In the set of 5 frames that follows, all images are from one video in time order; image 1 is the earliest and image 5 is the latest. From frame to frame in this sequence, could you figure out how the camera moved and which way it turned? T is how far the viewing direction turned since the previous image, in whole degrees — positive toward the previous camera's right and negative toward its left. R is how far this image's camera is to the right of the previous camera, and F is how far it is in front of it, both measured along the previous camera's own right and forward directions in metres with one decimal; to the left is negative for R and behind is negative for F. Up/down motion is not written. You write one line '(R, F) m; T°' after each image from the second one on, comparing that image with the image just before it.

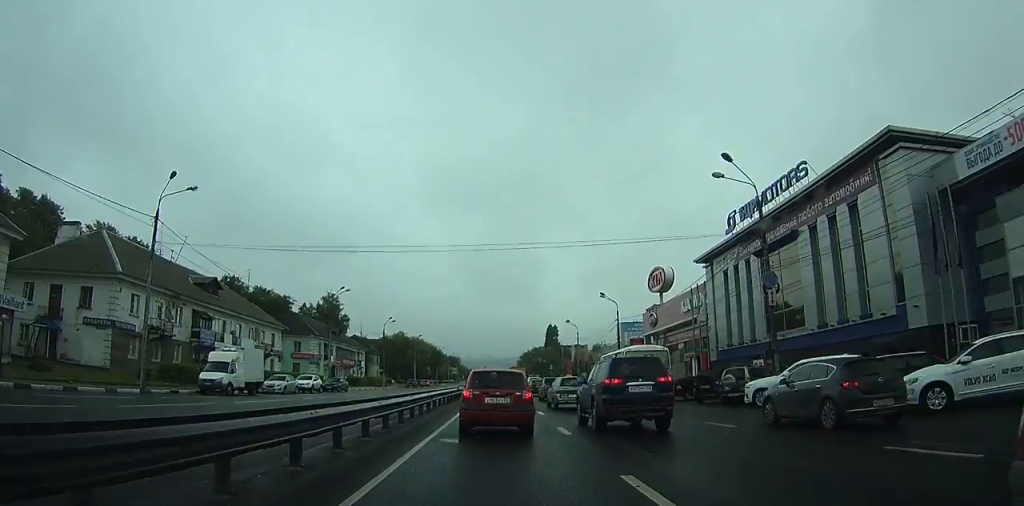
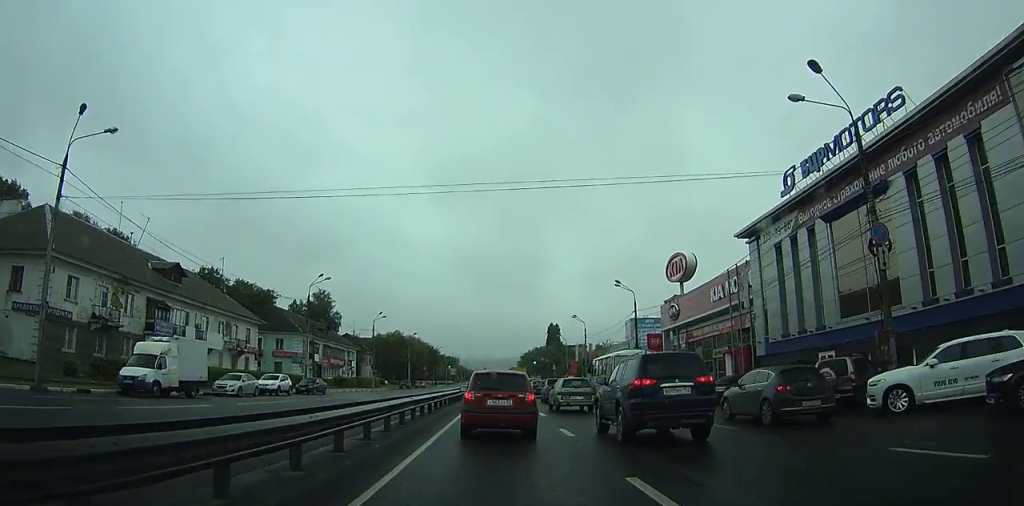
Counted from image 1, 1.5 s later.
(0.0, +8.2) m; 0°
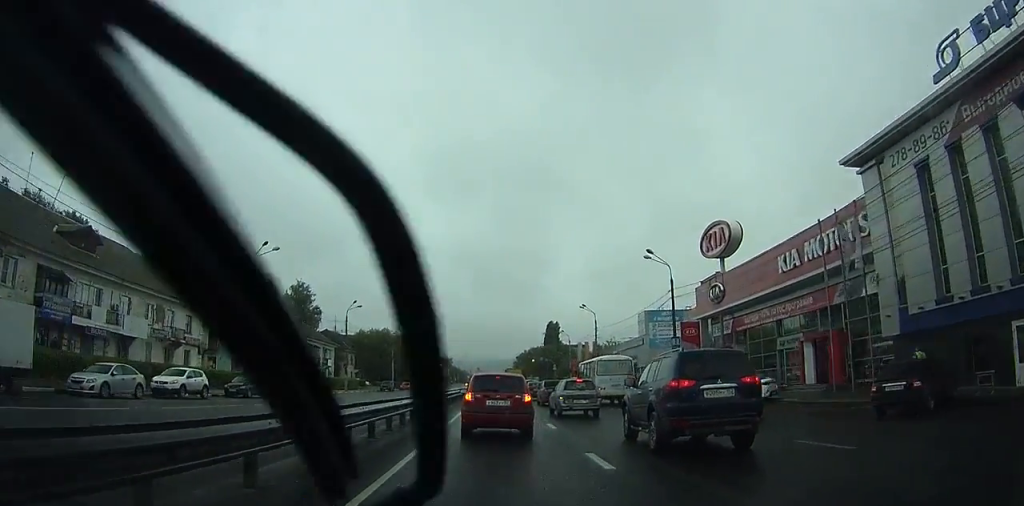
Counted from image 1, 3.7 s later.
(0.0, +12.7) m; 0°
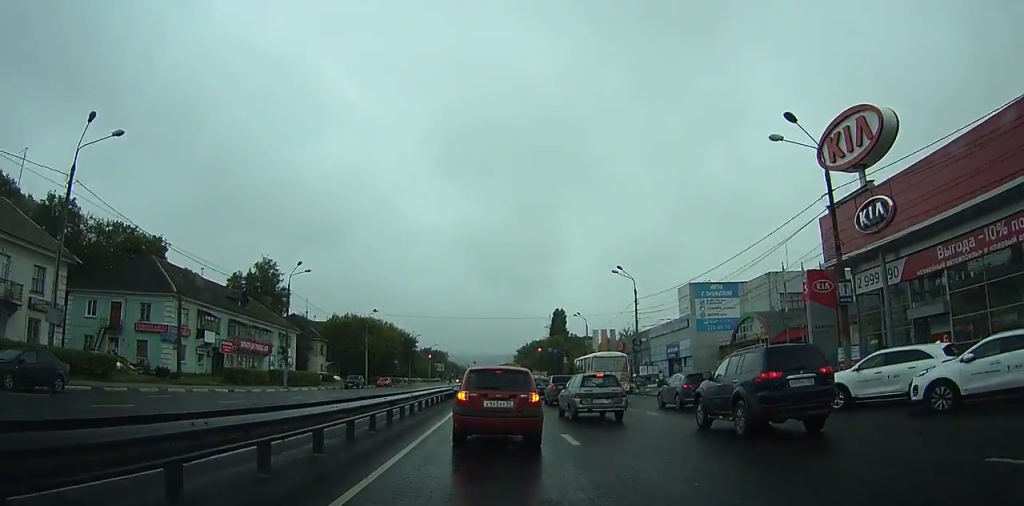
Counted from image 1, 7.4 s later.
(-0.2, +20.2) m; +1°
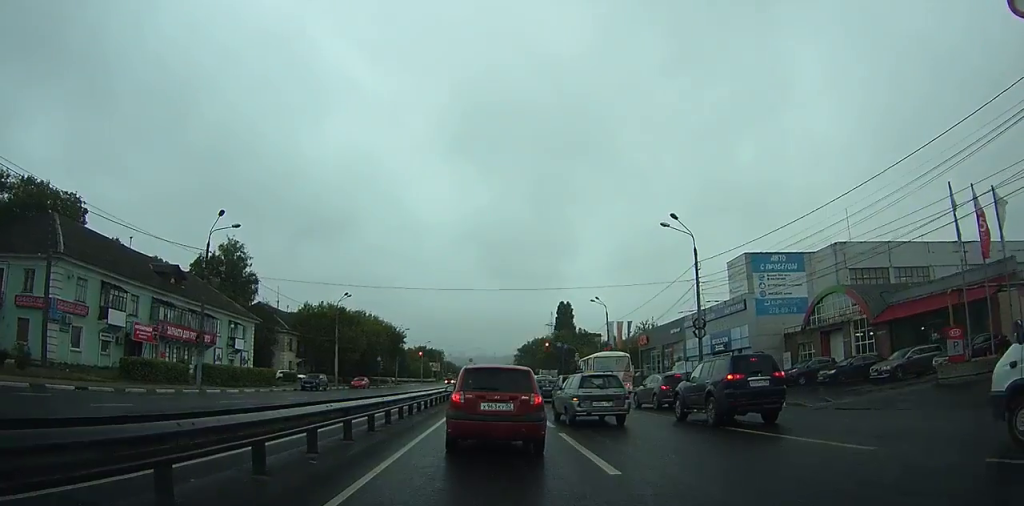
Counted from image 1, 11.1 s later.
(+0.8, +18.1) m; +2°
